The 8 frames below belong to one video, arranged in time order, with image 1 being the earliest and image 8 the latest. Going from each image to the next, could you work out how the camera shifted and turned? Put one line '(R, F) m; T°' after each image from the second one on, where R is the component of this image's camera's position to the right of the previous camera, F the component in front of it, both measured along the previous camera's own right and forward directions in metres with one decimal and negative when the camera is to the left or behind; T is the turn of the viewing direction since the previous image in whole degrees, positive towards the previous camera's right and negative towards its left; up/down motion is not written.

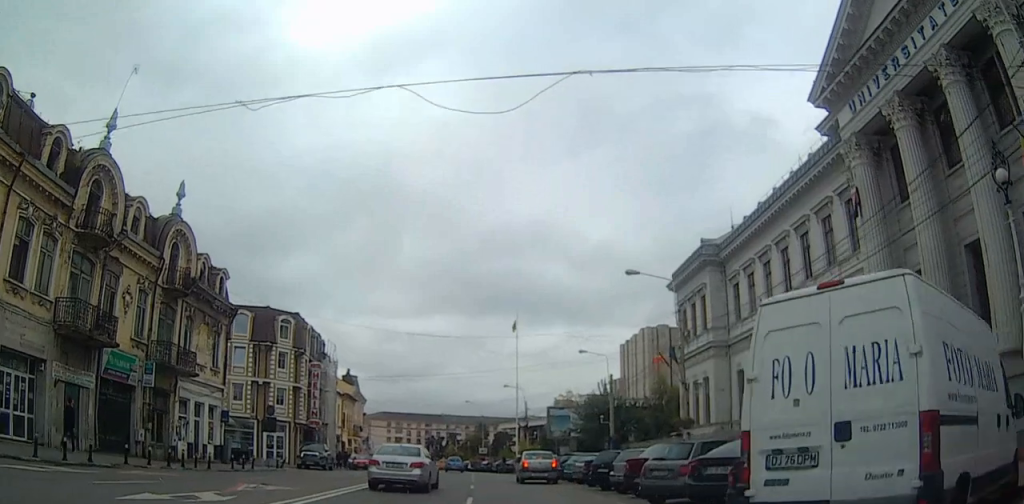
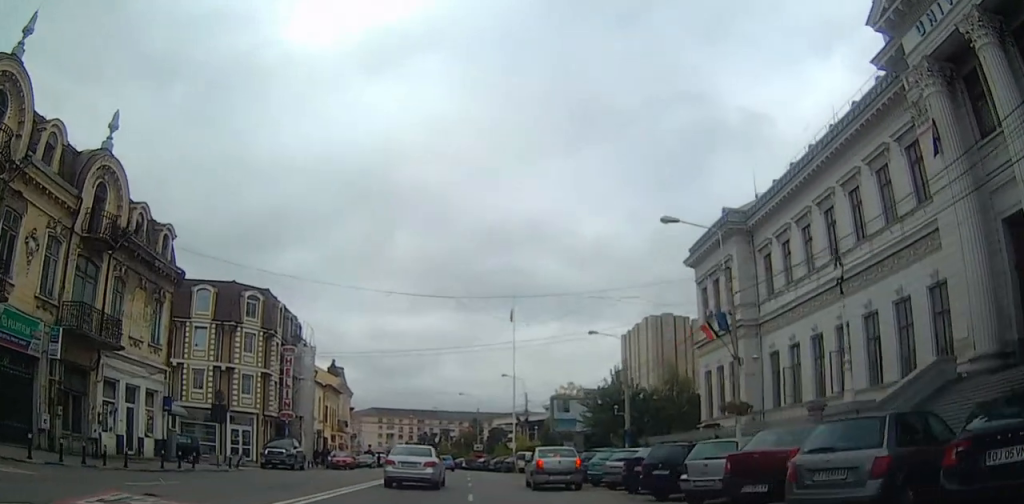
(0.0, +7.5) m; 0°
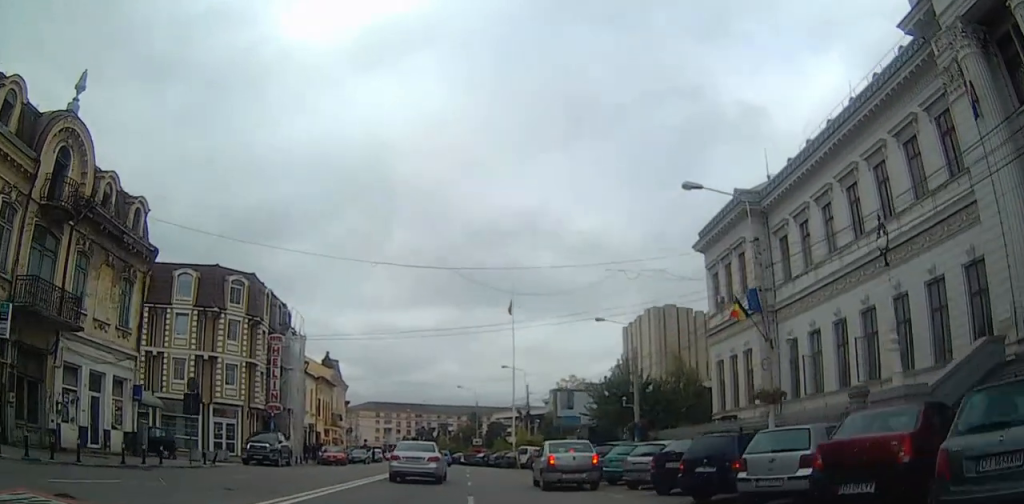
(0.0, +3.3) m; 0°
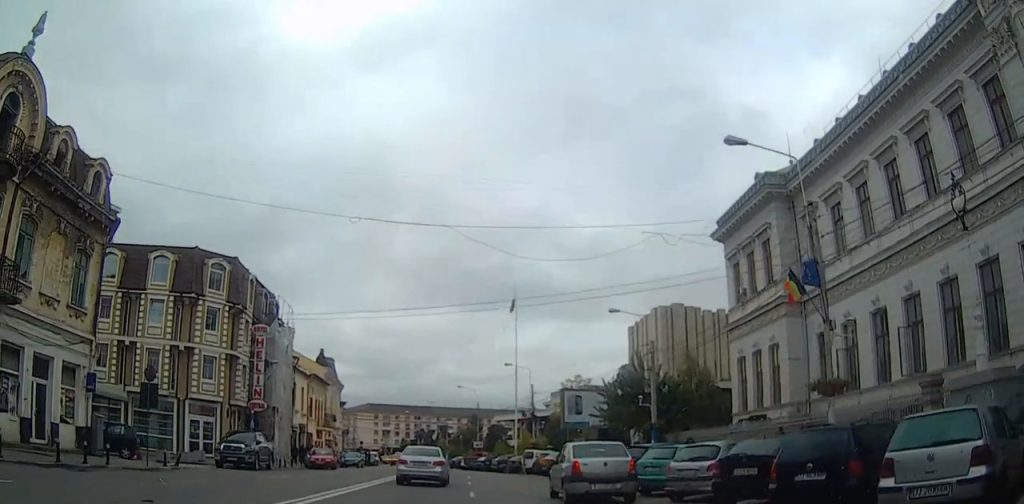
(0.0, +4.6) m; 0°
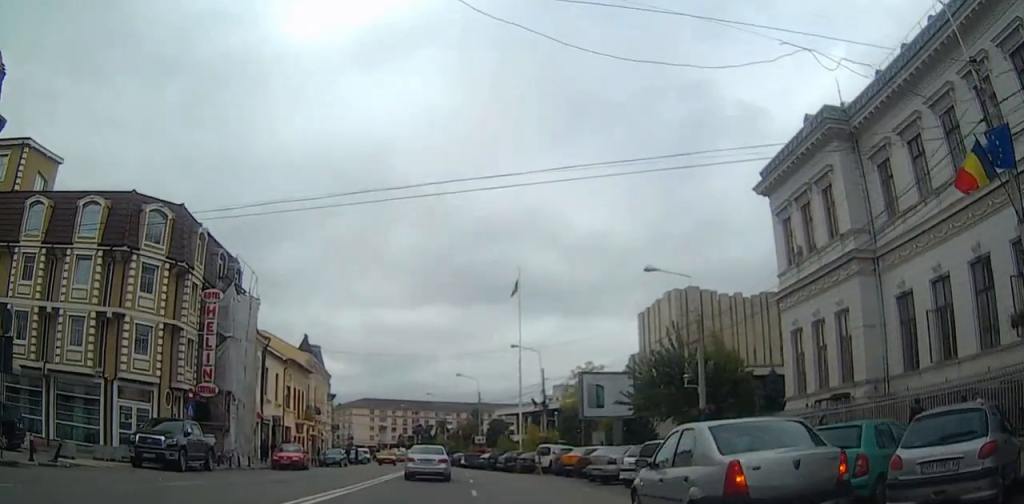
(+0.1, +10.5) m; +1°
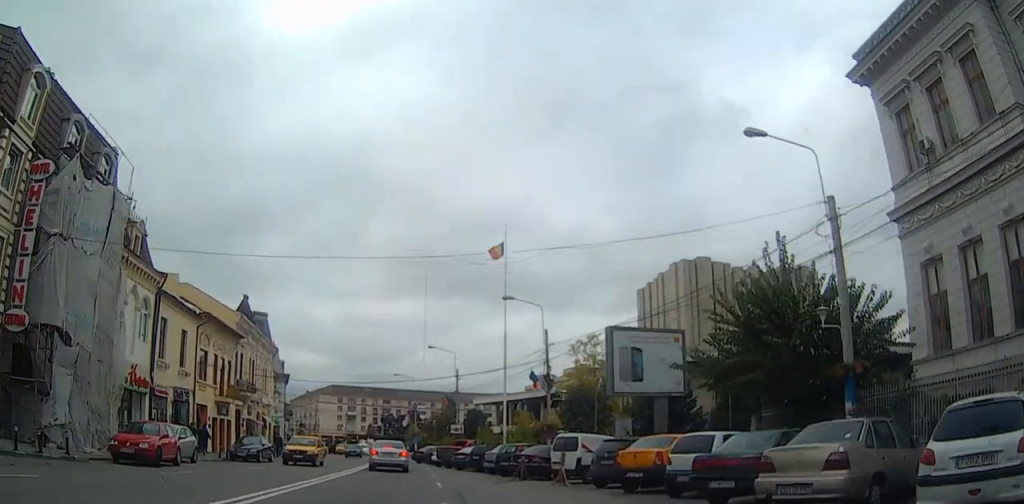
(+0.1, +16.7) m; +1°
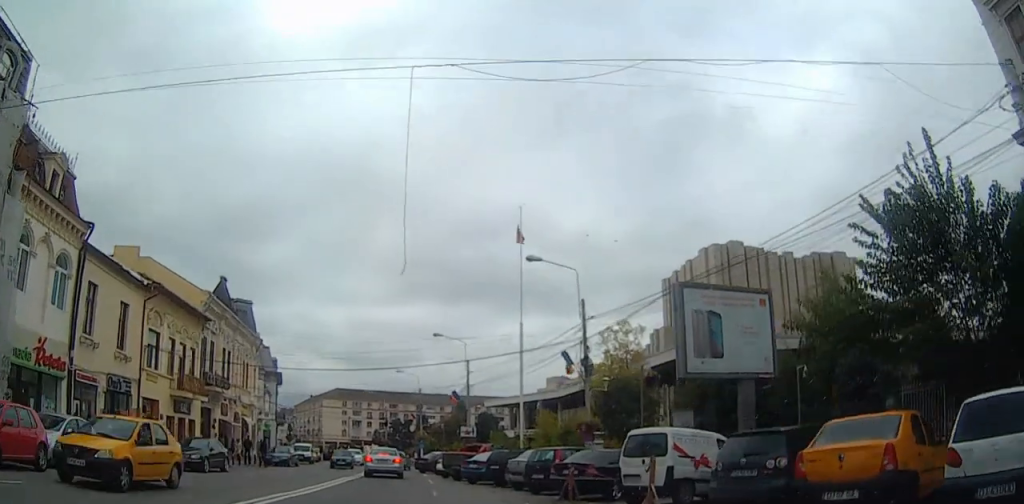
(0.0, +9.7) m; 0°
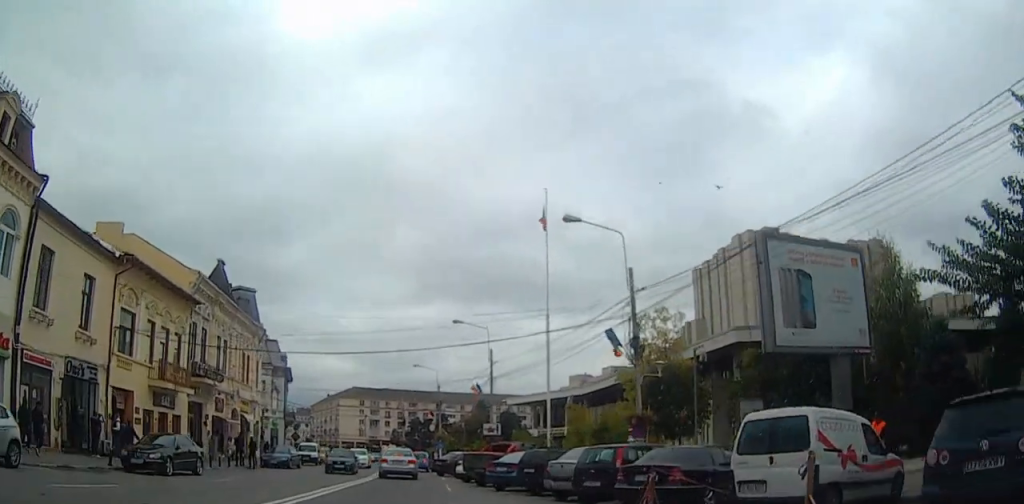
(0.0, +5.6) m; -1°
